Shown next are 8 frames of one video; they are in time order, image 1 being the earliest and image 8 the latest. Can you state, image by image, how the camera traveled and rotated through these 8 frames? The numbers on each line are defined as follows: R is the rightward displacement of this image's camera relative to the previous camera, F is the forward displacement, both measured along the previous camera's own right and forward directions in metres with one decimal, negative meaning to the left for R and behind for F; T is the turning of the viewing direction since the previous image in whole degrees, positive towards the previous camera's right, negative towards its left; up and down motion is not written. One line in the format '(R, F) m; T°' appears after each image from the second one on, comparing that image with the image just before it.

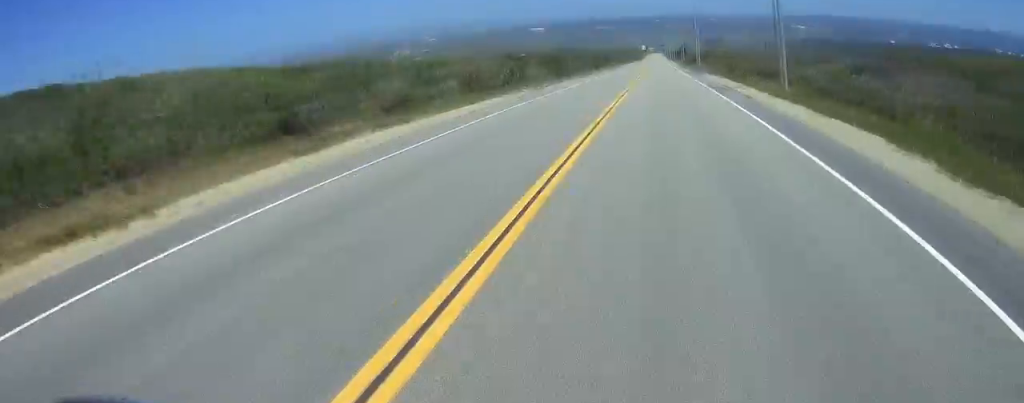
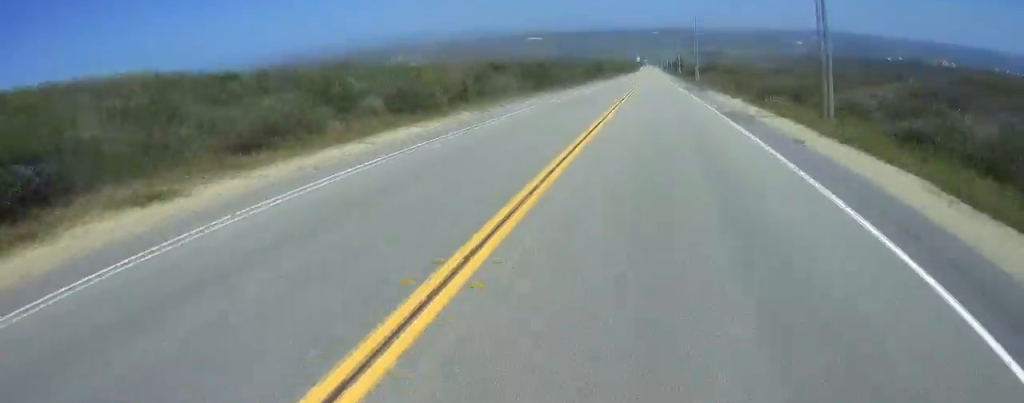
(0.0, +10.8) m; 0°
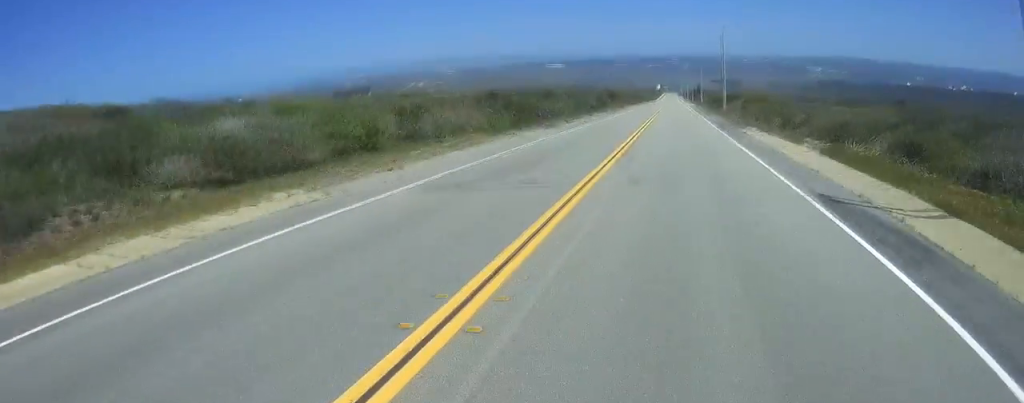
(0.0, +15.2) m; 0°
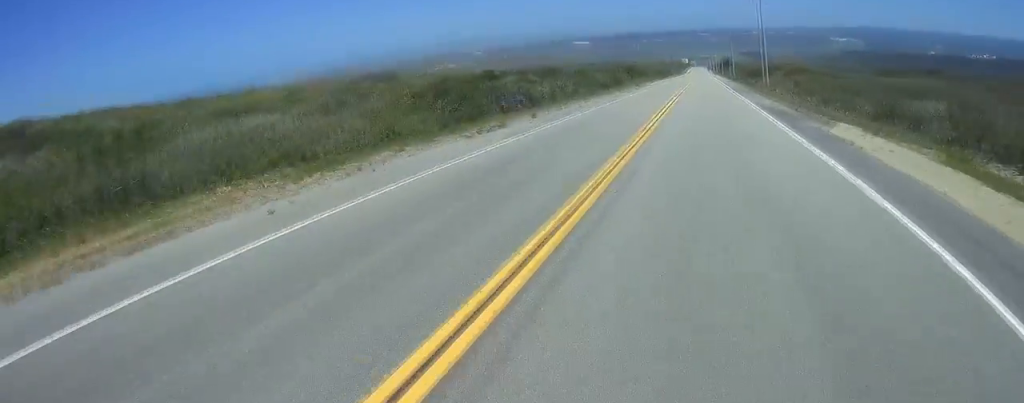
(-0.1, +18.1) m; 0°
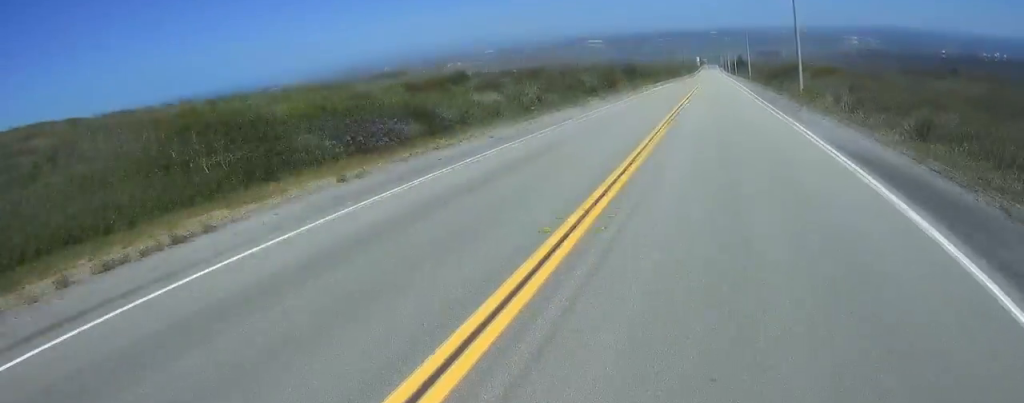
(0.0, +16.6) m; 0°
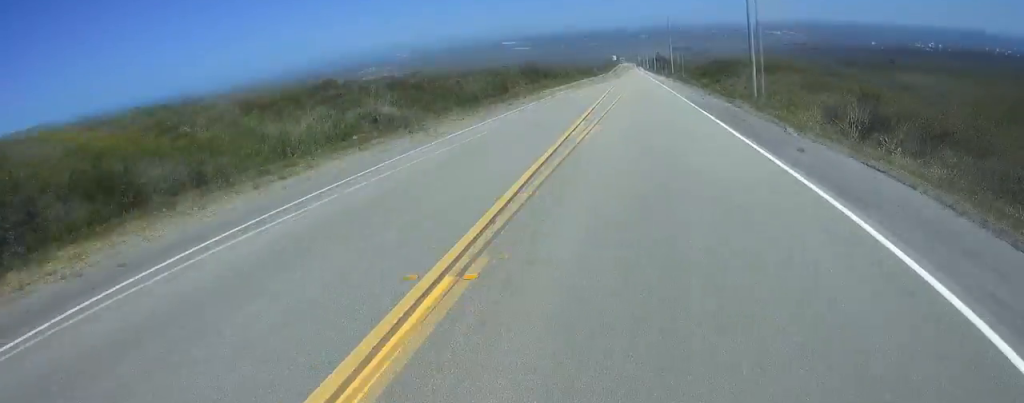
(0.0, +13.2) m; 0°
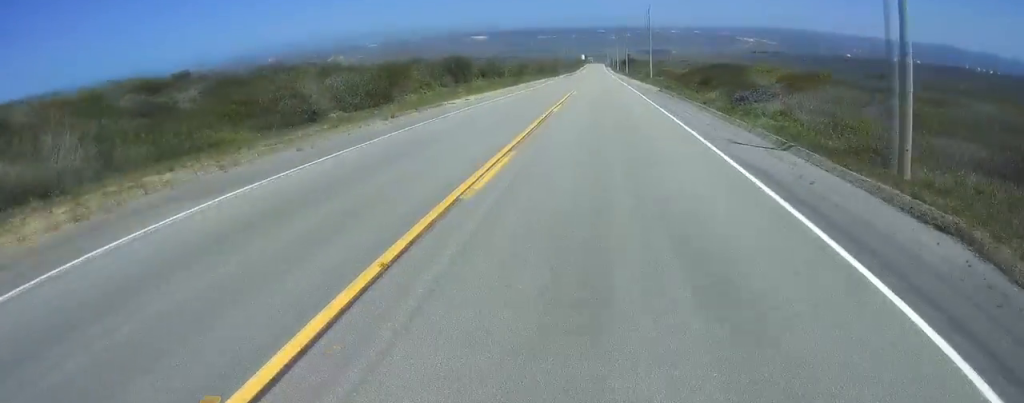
(+0.1, +22.3) m; 0°
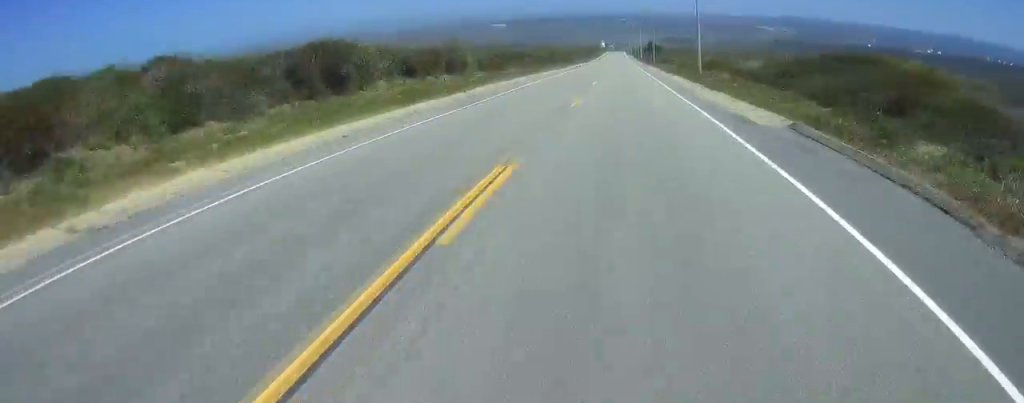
(-0.1, +31.2) m; 0°
